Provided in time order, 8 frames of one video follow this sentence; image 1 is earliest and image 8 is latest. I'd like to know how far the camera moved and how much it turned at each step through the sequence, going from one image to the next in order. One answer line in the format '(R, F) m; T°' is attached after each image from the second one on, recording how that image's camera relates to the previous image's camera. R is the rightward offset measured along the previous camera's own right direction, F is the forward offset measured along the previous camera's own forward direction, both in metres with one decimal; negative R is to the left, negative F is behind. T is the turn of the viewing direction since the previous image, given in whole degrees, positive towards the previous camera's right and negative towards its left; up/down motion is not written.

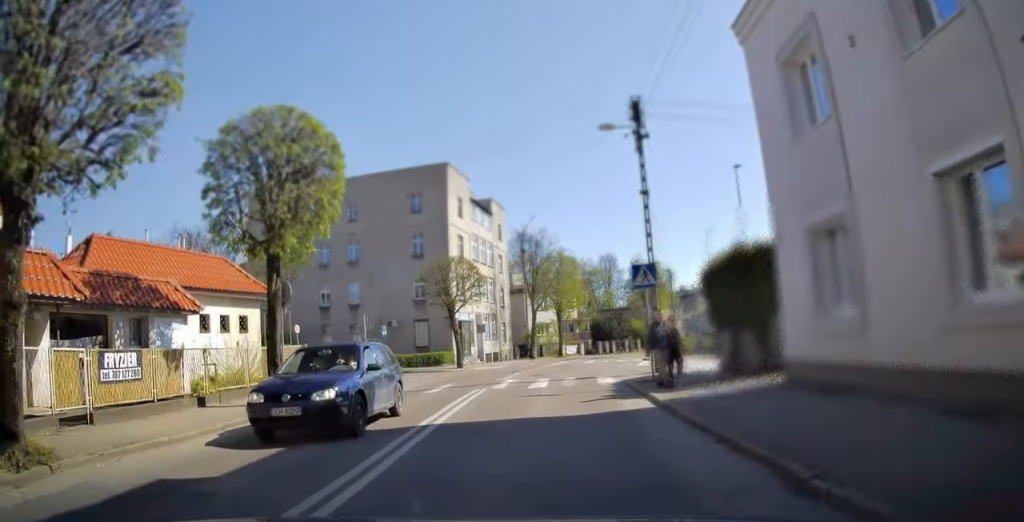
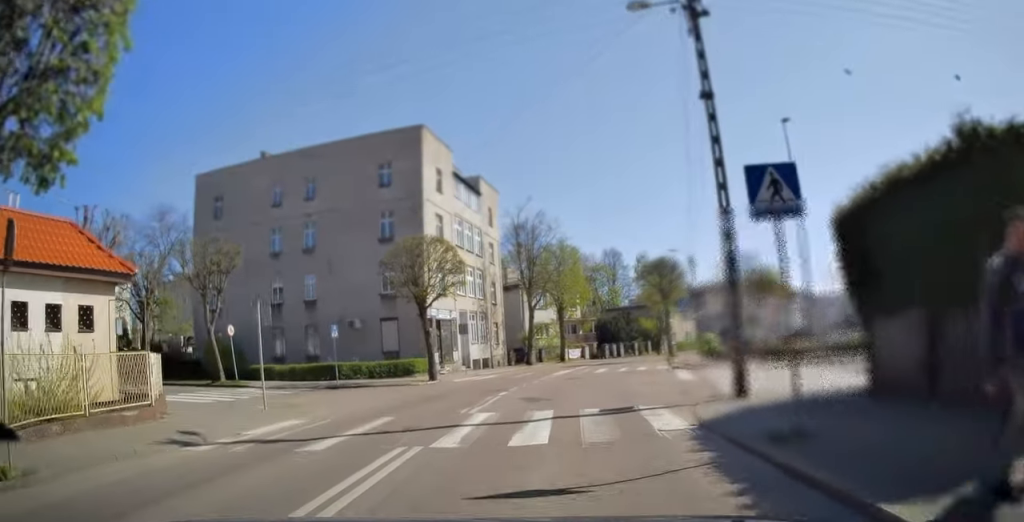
(-0.1, +9.0) m; -1°
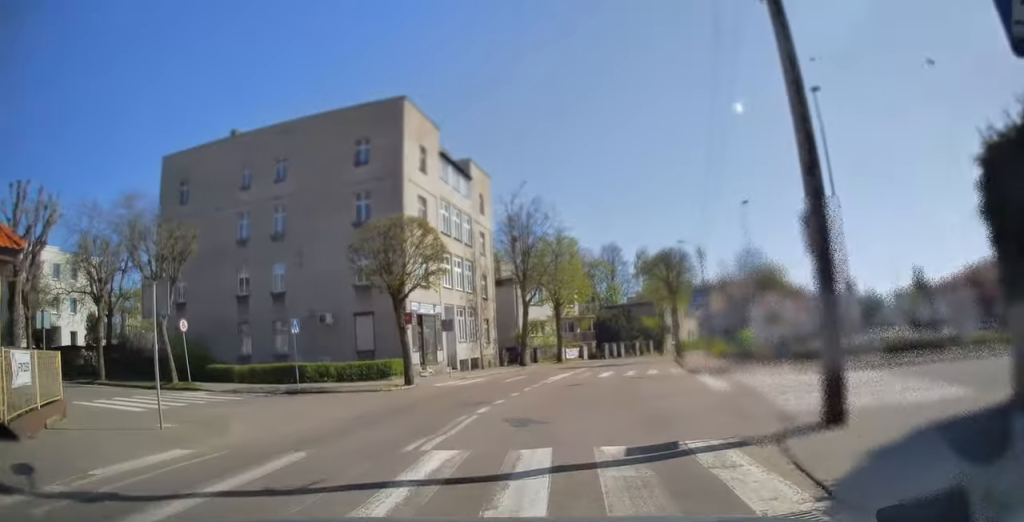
(-0.1, +4.3) m; +1°
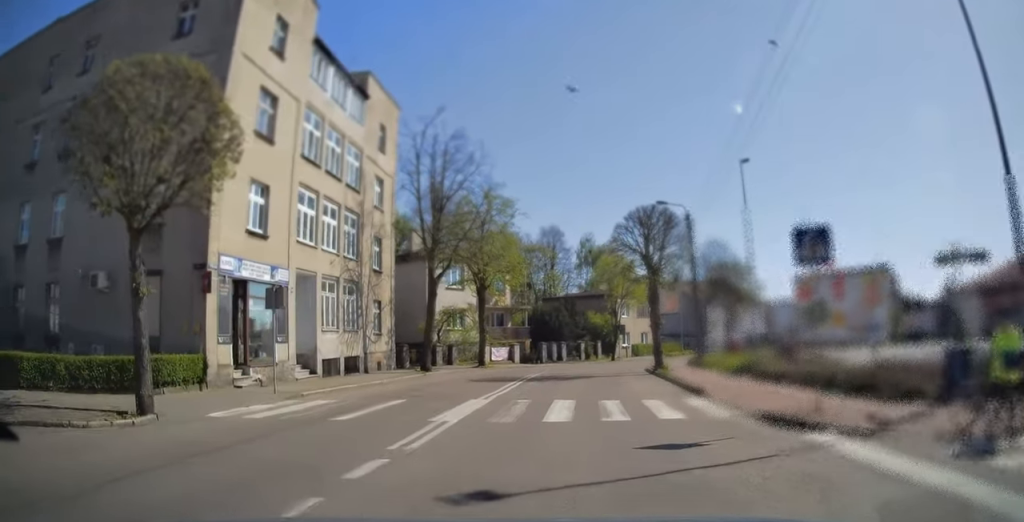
(+0.5, +13.9) m; +4°
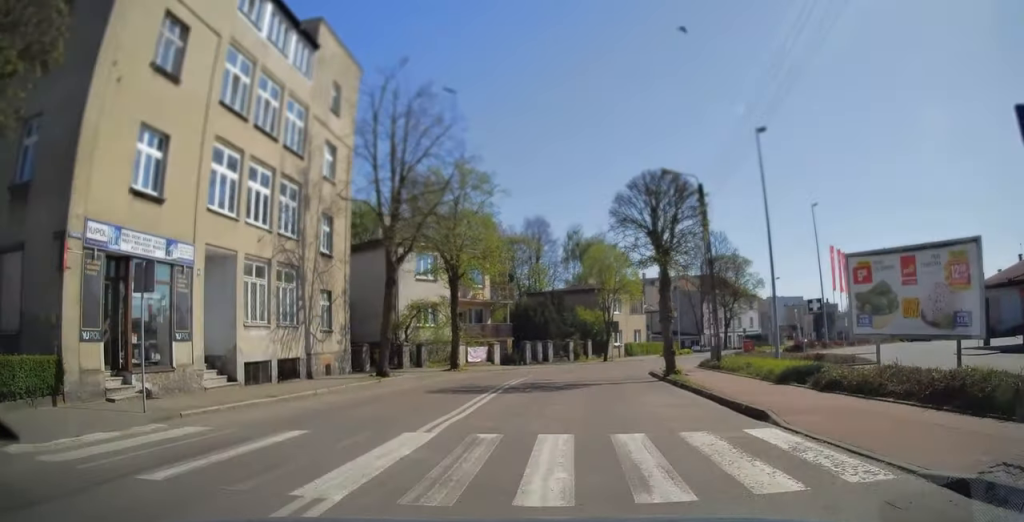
(0.0, +5.4) m; +2°
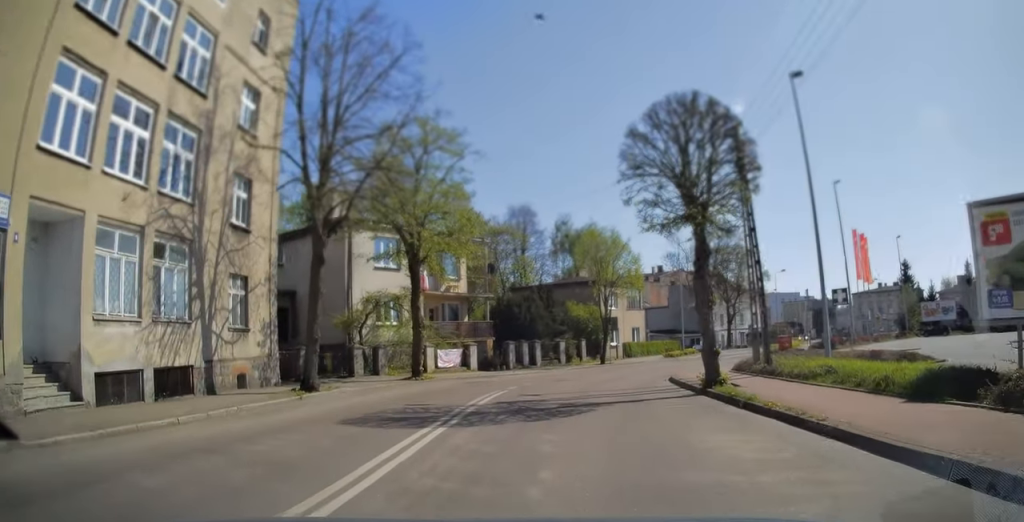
(+0.3, +6.9) m; +3°
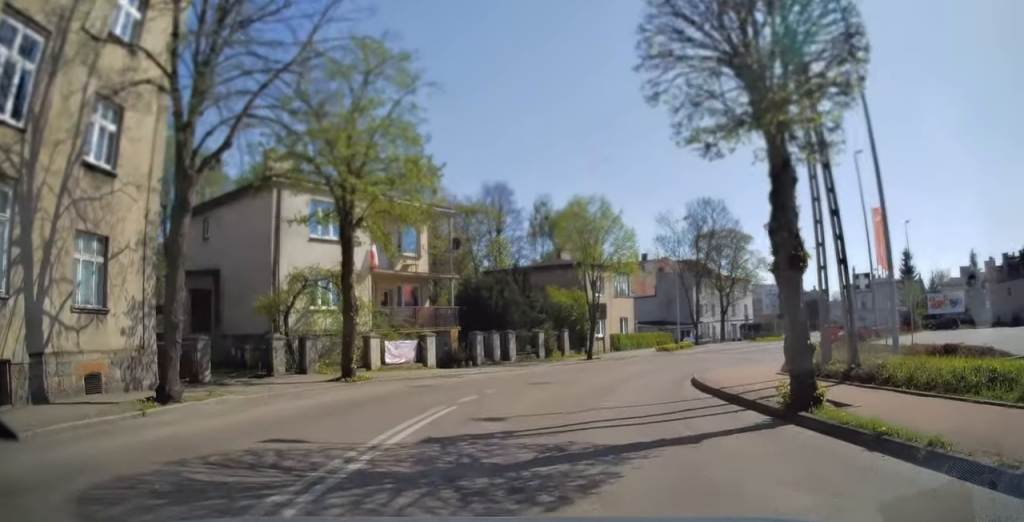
(+0.2, +6.5) m; +3°
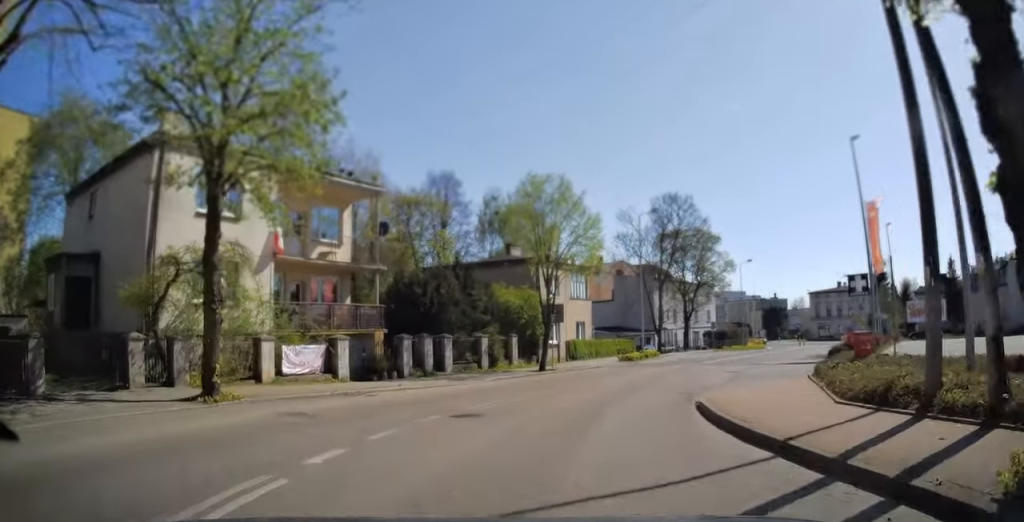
(-0.1, +5.7) m; +3°
